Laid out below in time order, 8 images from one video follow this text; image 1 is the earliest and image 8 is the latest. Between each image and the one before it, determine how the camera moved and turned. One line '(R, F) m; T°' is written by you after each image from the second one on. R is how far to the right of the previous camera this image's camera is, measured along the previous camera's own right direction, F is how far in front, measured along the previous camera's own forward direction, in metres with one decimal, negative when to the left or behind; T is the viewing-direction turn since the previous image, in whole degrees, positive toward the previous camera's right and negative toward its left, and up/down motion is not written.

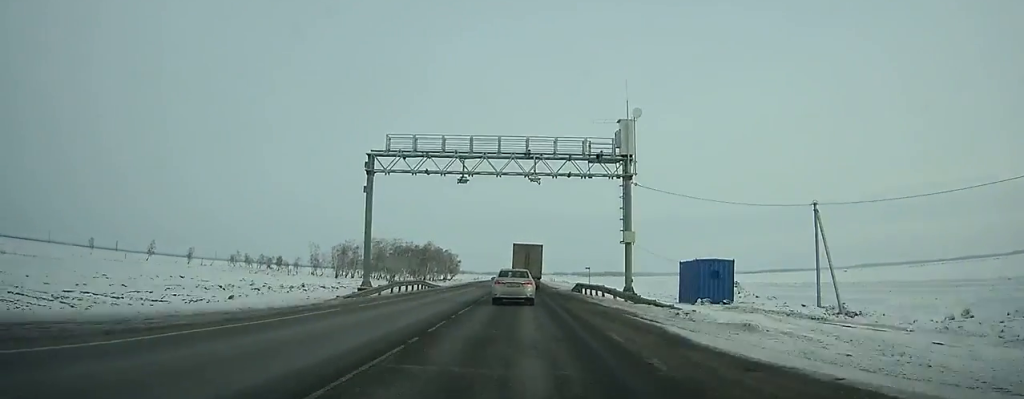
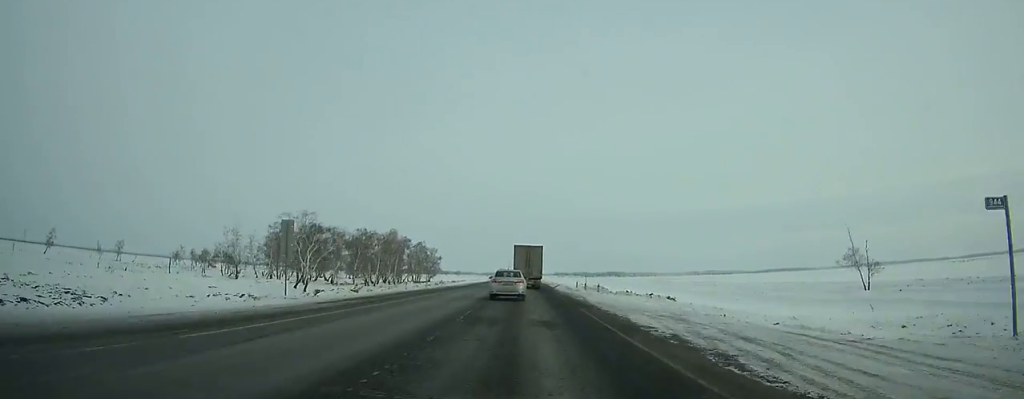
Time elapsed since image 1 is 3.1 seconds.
(+0.1, +65.2) m; 0°
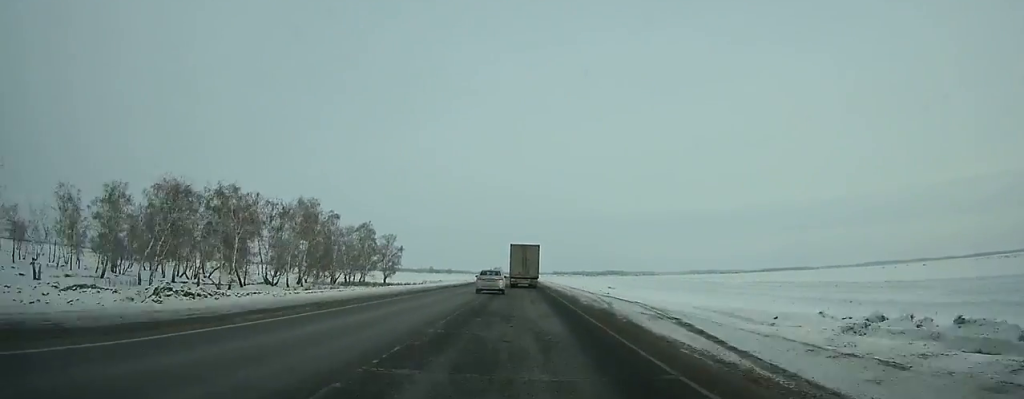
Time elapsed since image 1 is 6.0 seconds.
(+0.2, +64.6) m; 0°
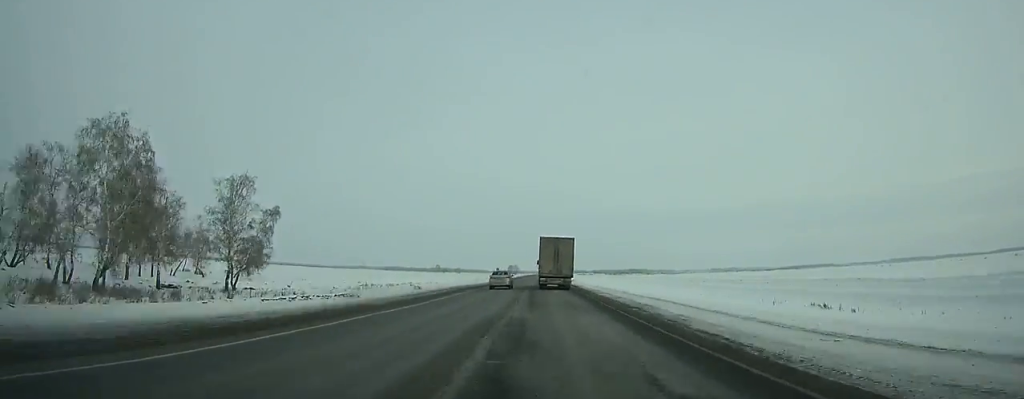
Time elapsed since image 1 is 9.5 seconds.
(-0.5, +84.0) m; 0°
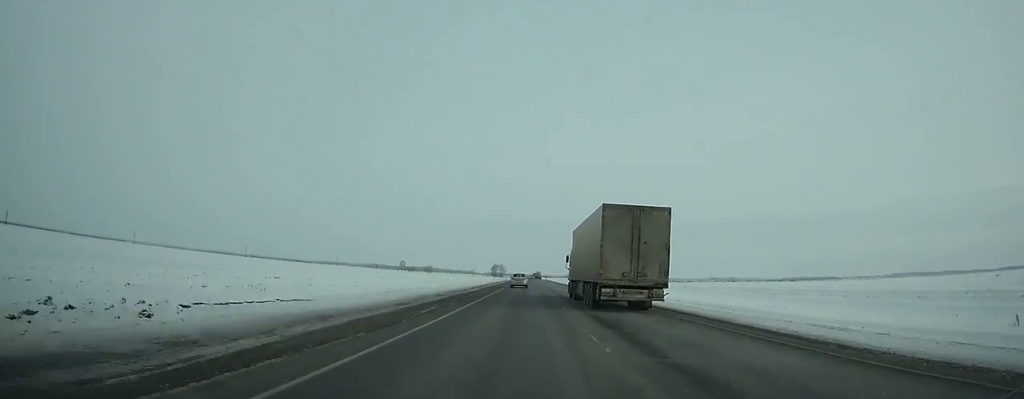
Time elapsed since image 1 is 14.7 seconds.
(-0.2, +136.6) m; 0°
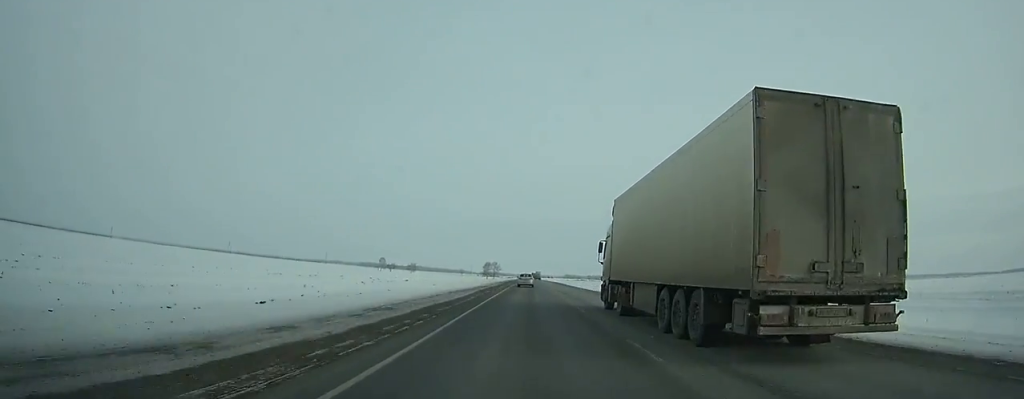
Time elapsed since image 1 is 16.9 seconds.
(-0.1, +61.2) m; 0°
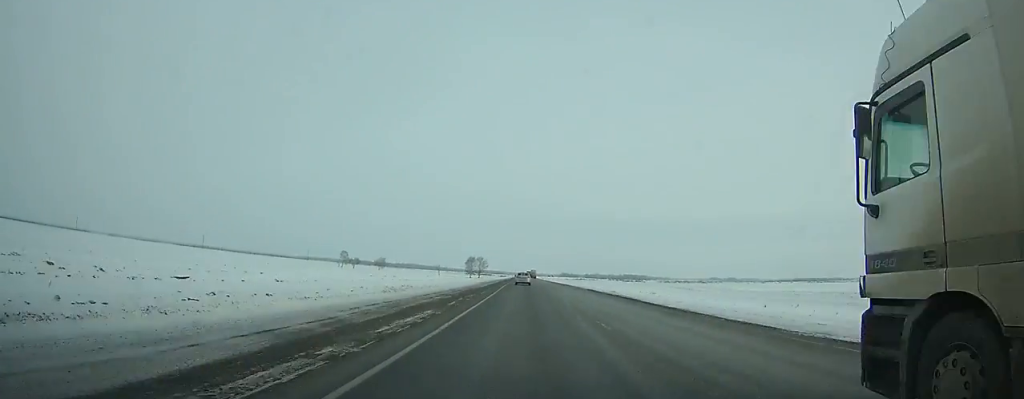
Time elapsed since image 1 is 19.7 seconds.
(+0.2, +80.7) m; 0°
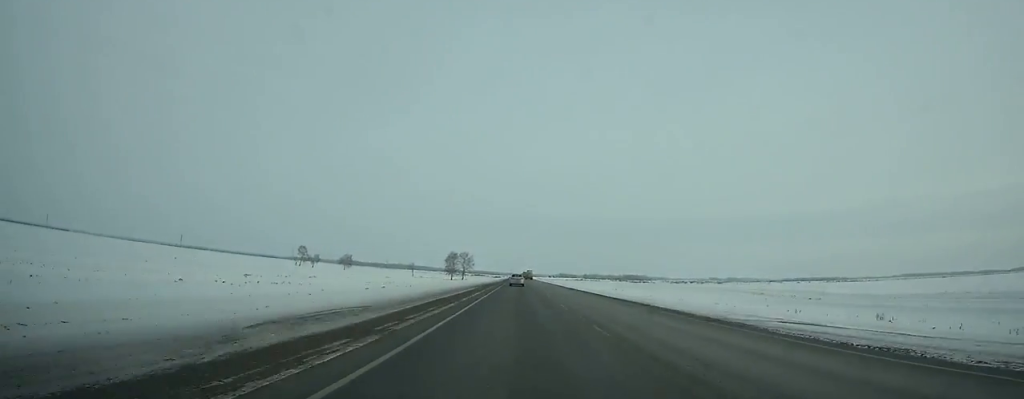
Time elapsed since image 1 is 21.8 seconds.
(+0.2, +61.9) m; 0°
